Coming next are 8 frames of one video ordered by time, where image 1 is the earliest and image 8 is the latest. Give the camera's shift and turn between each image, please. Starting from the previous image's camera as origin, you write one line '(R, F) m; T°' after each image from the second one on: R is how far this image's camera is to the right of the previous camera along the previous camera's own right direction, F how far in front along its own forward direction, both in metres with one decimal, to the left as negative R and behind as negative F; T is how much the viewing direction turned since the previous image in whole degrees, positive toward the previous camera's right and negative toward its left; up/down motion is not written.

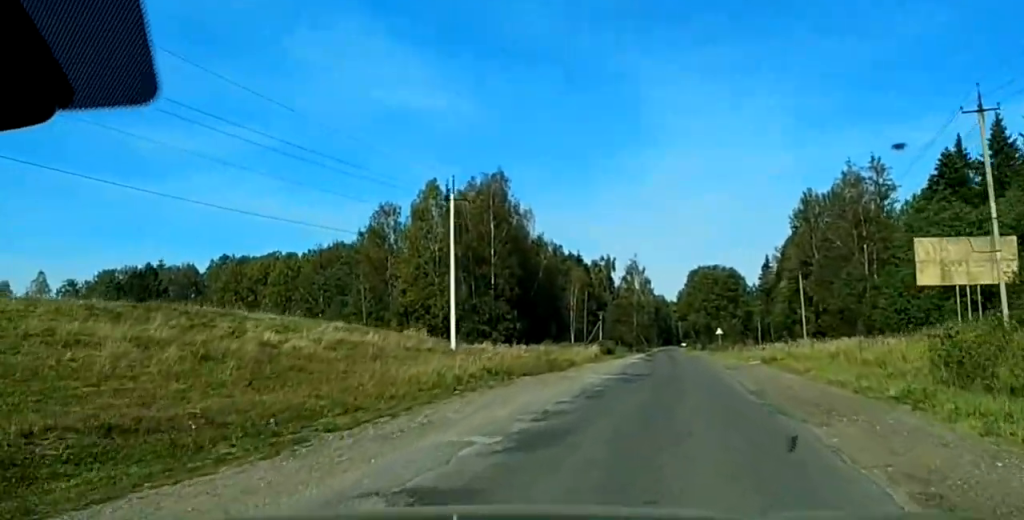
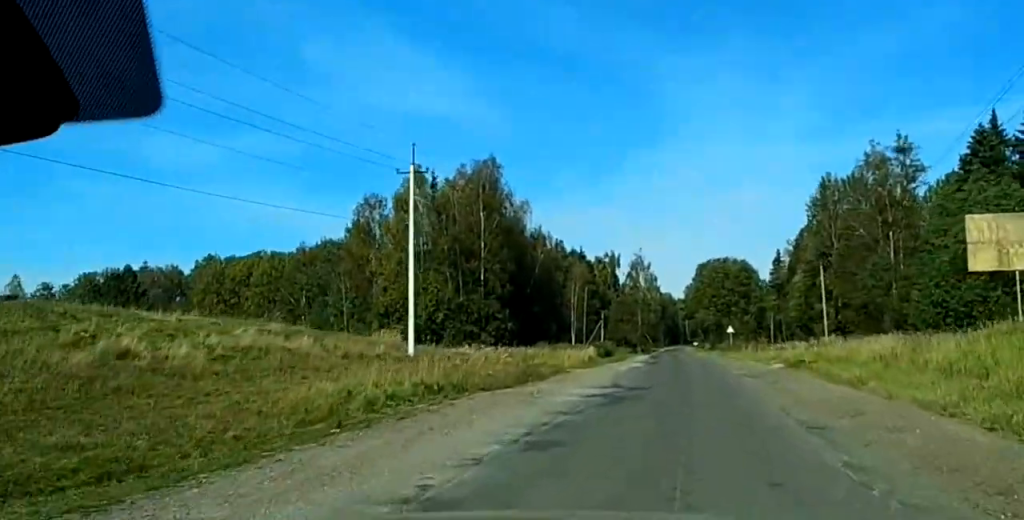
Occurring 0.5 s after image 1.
(0.0, +9.3) m; 0°
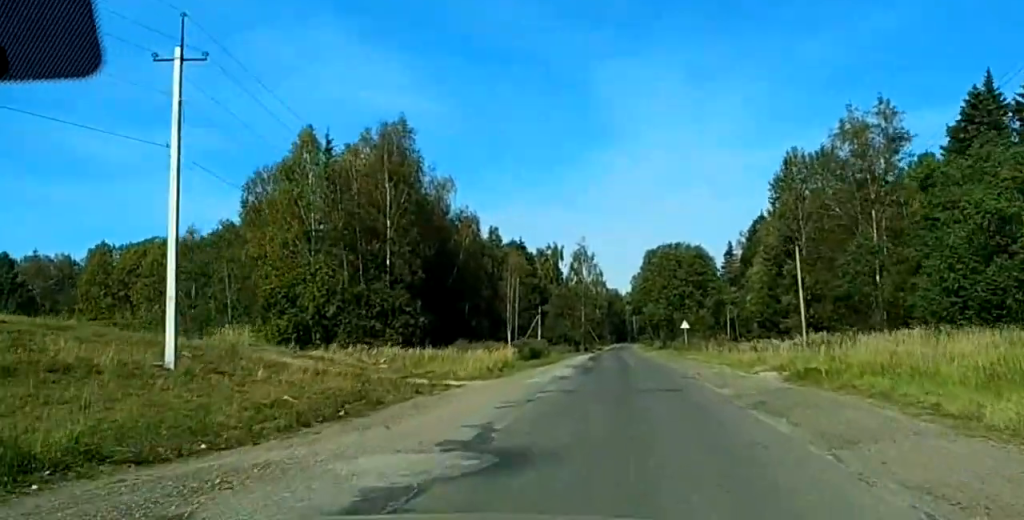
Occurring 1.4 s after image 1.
(0.0, +17.7) m; +1°
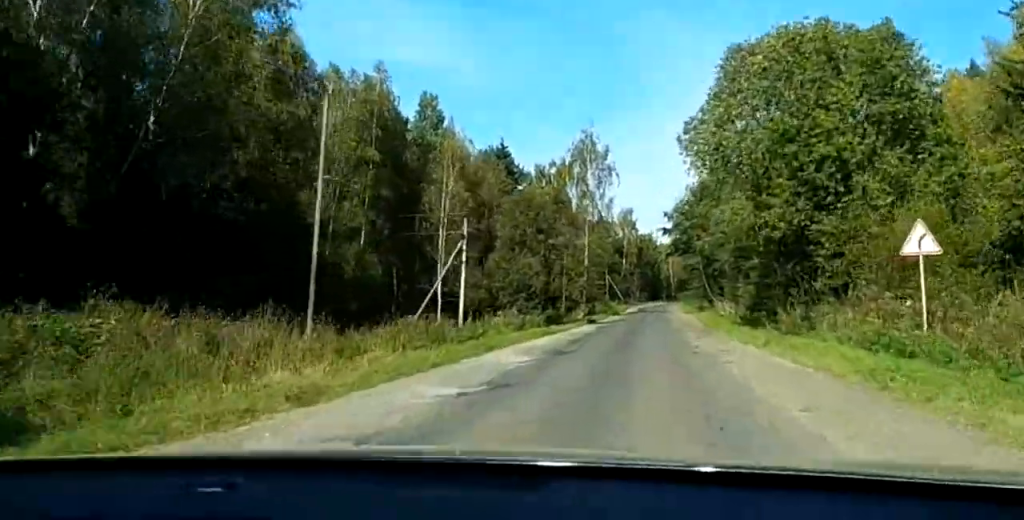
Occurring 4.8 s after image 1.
(+0.3, +72.4) m; -1°
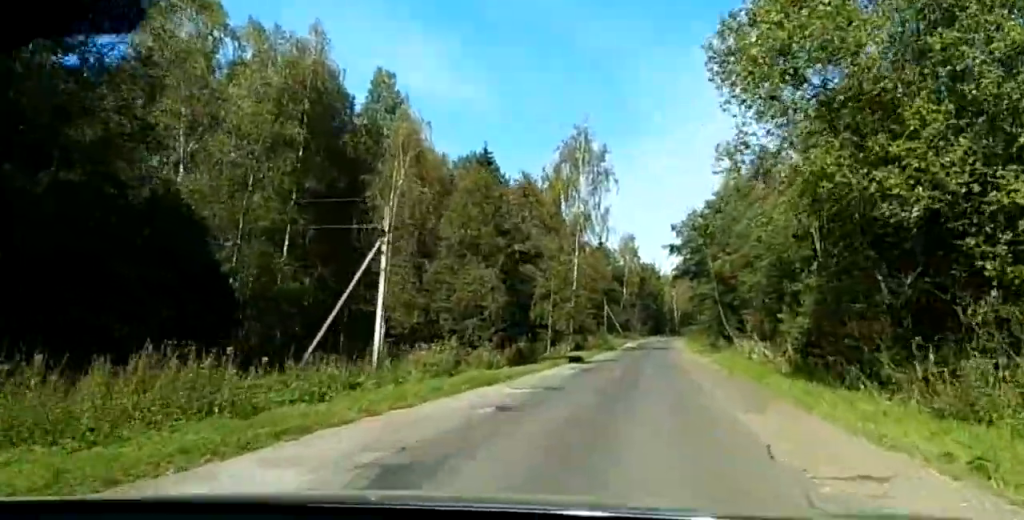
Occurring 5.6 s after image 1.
(0.0, +18.8) m; 0°
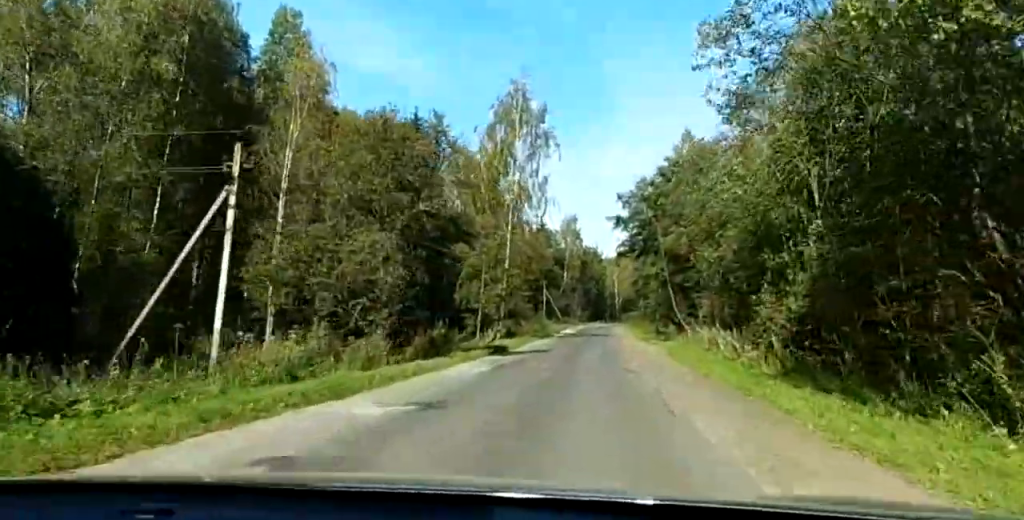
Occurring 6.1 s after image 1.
(0.0, +10.3) m; 0°
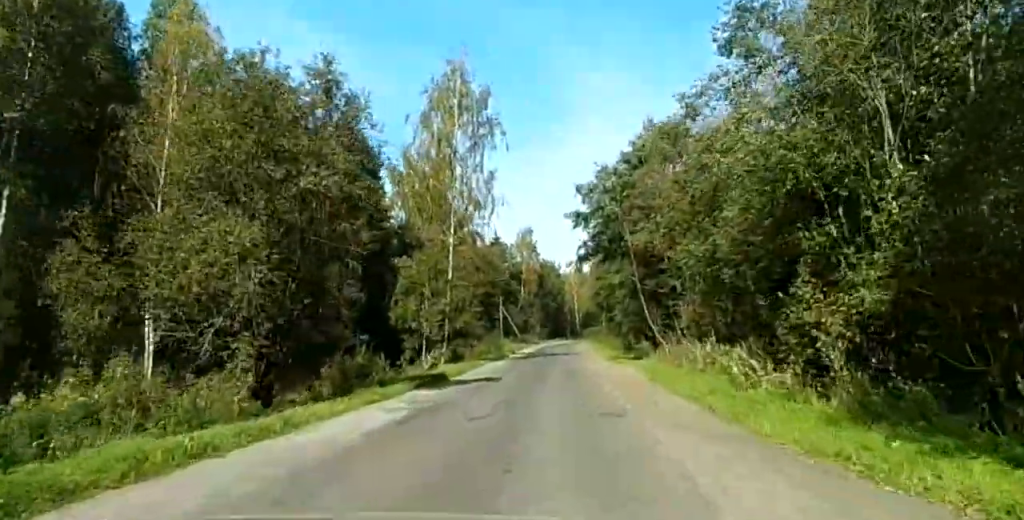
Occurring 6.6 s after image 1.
(0.0, +11.6) m; 0°
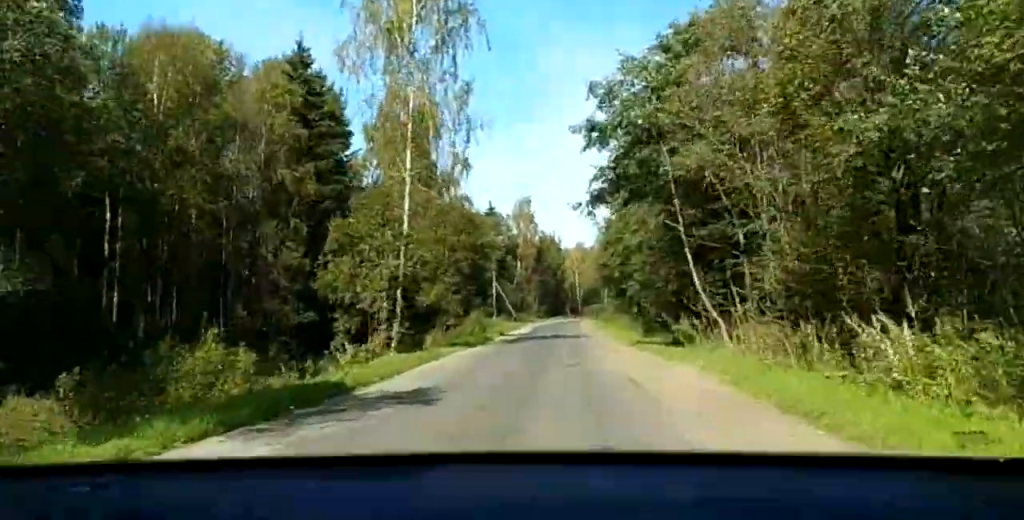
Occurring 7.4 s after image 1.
(0.0, +21.5) m; 0°
